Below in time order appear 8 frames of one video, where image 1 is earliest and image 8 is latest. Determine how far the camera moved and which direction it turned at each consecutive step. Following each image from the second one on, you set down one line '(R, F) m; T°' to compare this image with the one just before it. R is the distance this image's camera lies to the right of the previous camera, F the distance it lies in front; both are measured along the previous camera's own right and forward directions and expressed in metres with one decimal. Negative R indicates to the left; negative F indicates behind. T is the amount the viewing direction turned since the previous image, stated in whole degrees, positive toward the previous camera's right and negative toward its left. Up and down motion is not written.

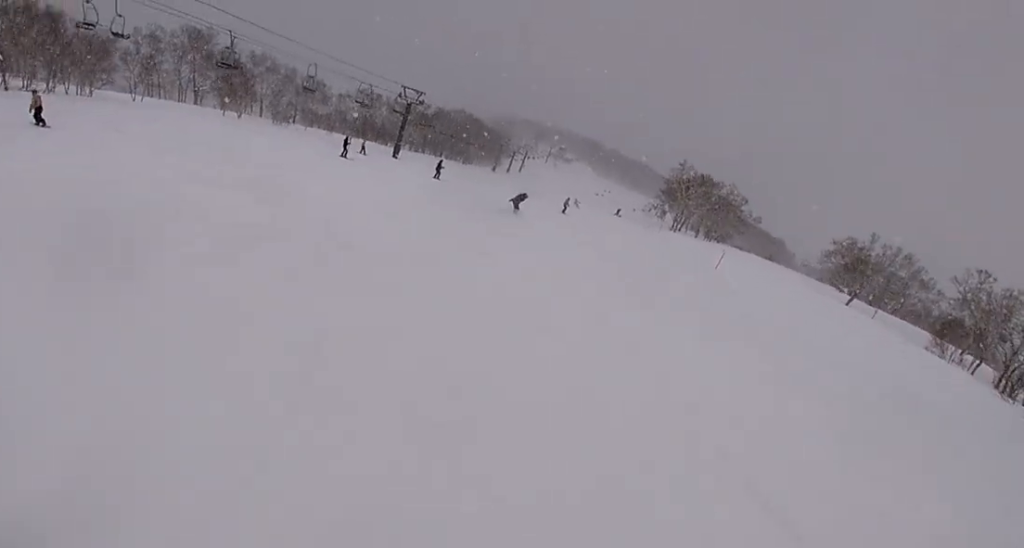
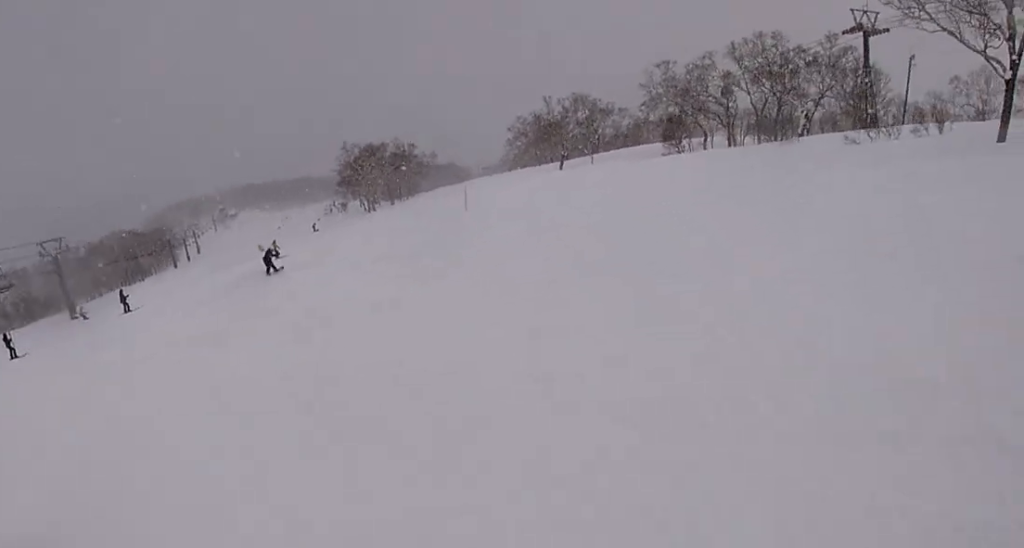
(-1.3, +6.9) m; +12°
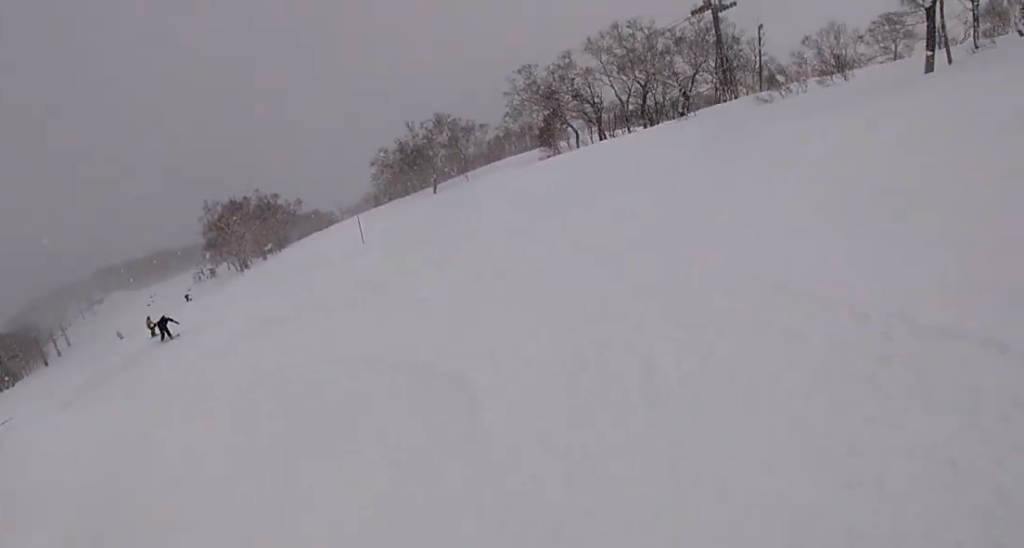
(+1.5, +3.4) m; +10°
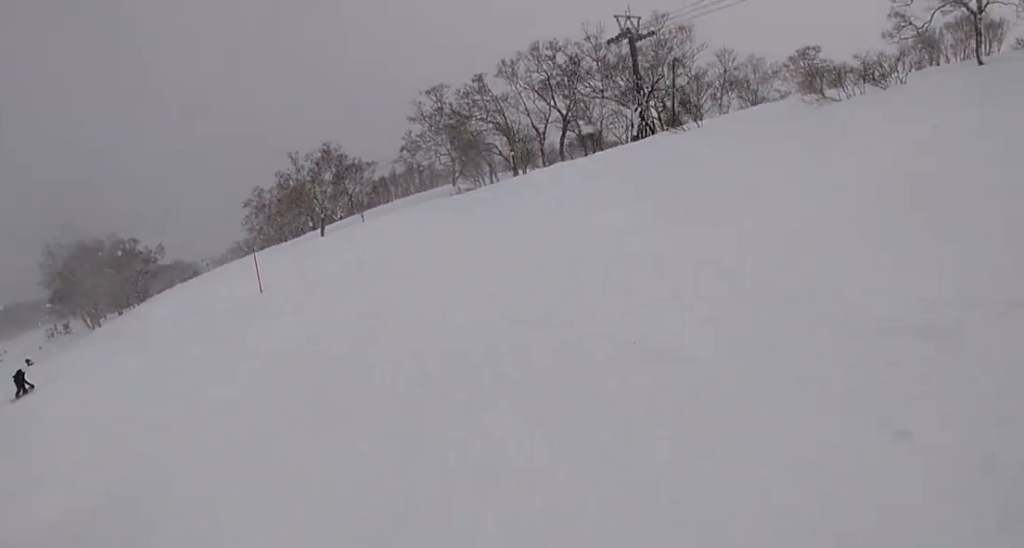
(+2.5, +10.0) m; +24°
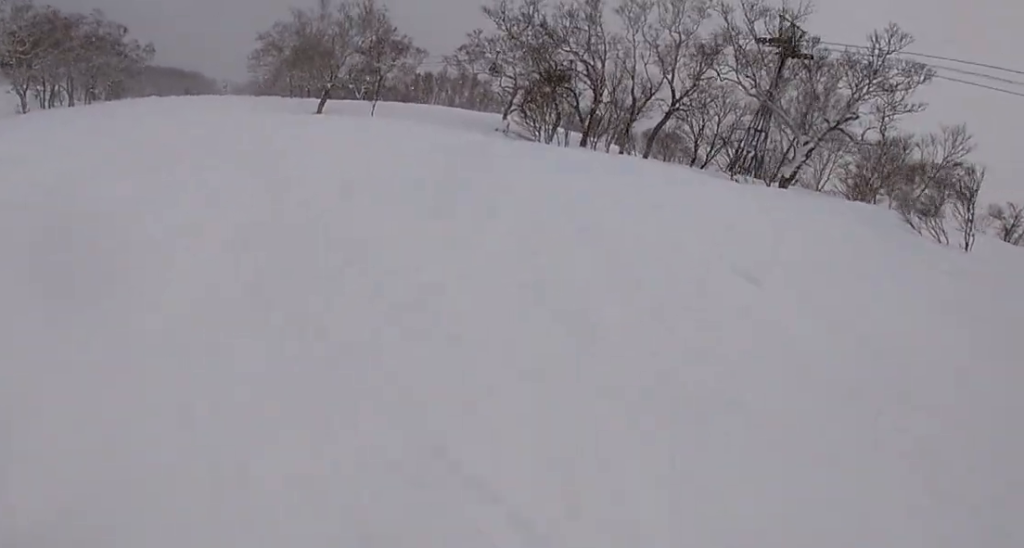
(+2.4, +14.5) m; -1°
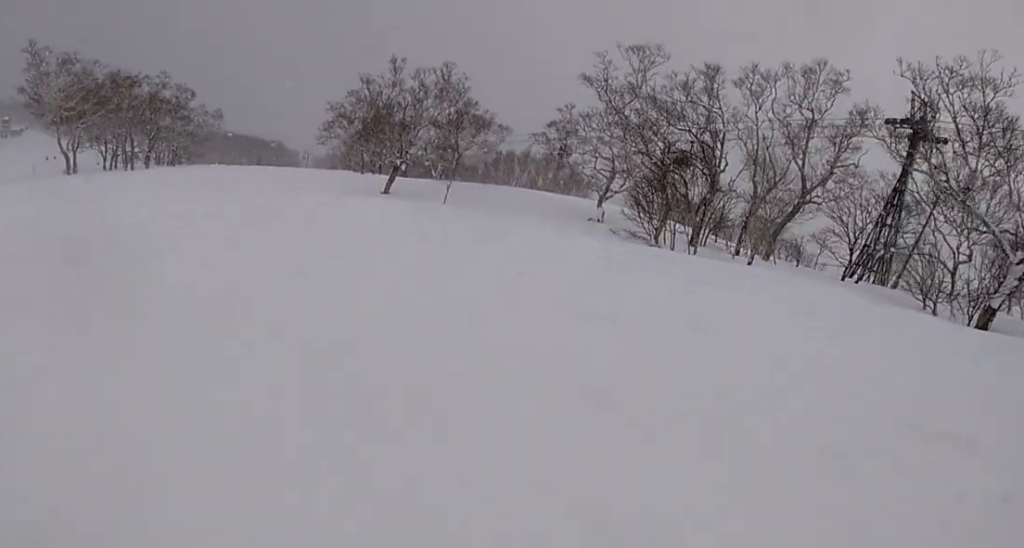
(-1.3, +8.5) m; -15°
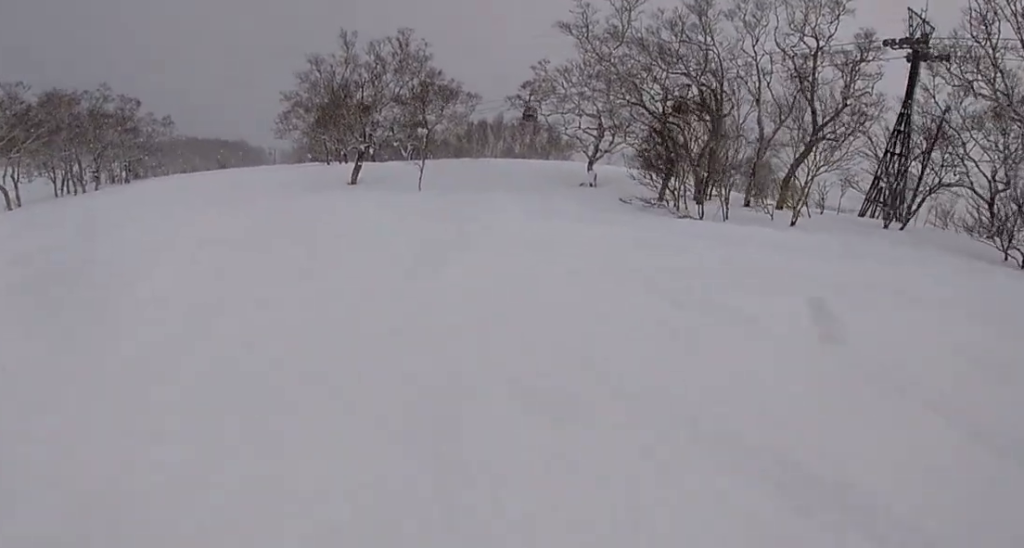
(-0.2, +4.3) m; -10°
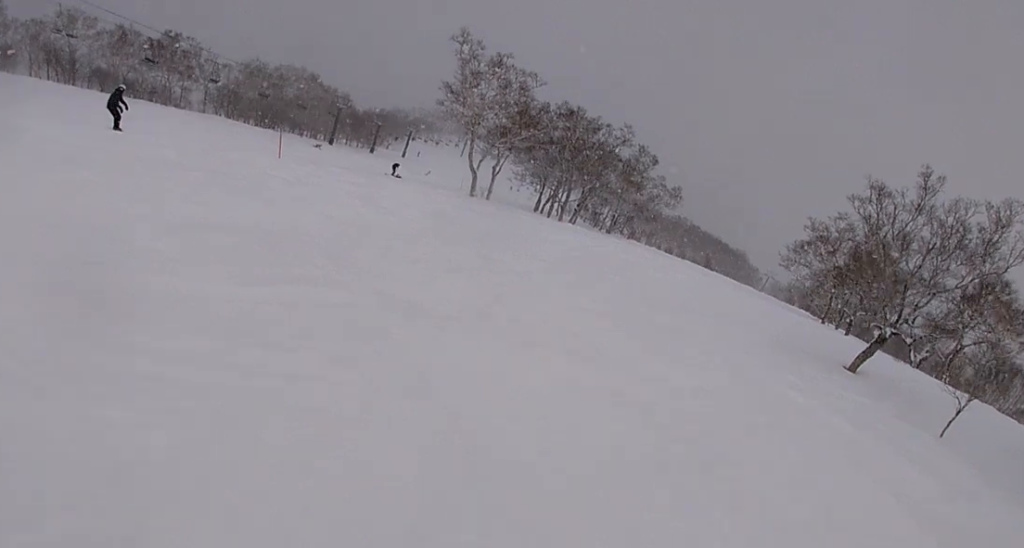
(-2.1, +7.8) m; -36°
